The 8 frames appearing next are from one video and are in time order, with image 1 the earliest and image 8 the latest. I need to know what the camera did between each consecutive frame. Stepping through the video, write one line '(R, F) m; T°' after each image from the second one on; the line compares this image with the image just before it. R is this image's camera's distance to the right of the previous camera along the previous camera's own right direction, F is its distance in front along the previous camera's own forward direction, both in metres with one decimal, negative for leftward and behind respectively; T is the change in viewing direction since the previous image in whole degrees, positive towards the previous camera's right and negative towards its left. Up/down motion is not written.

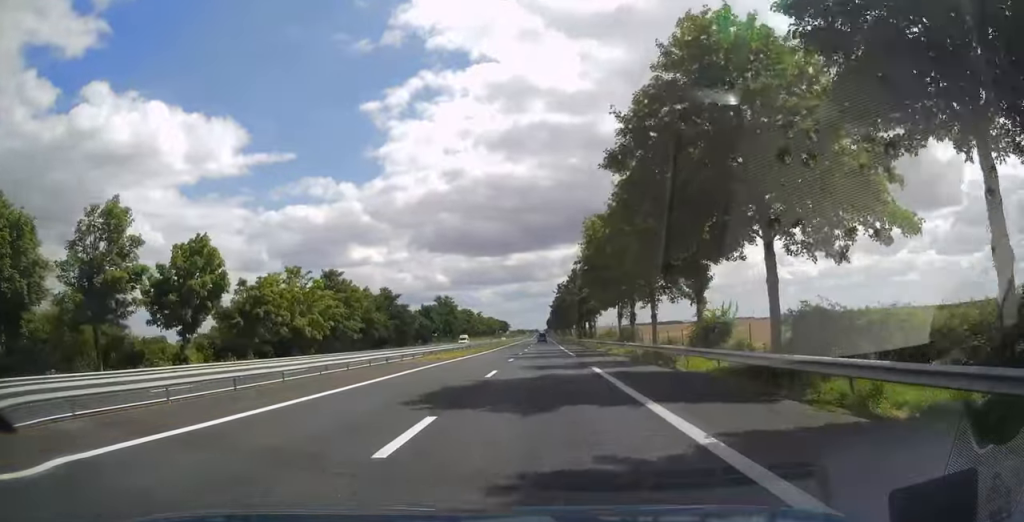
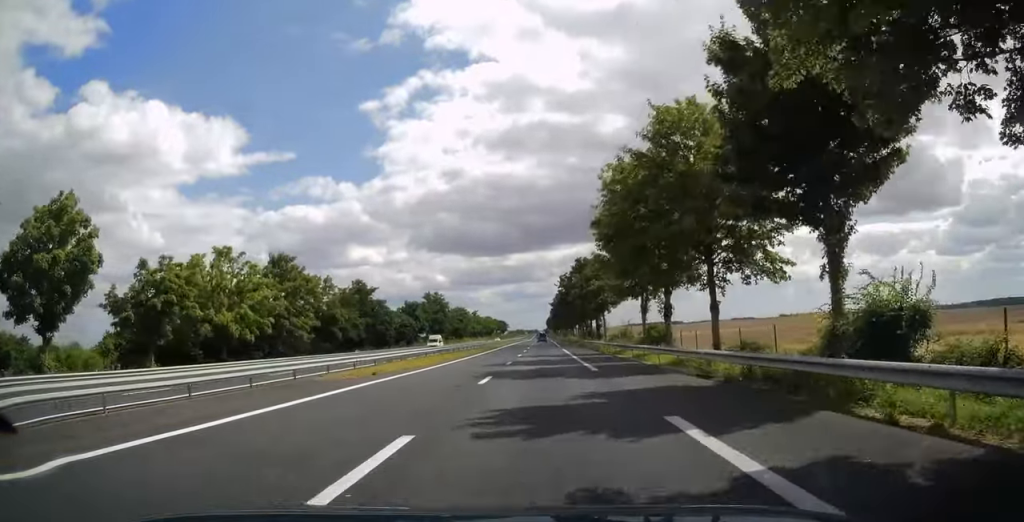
(0.0, +14.2) m; 0°
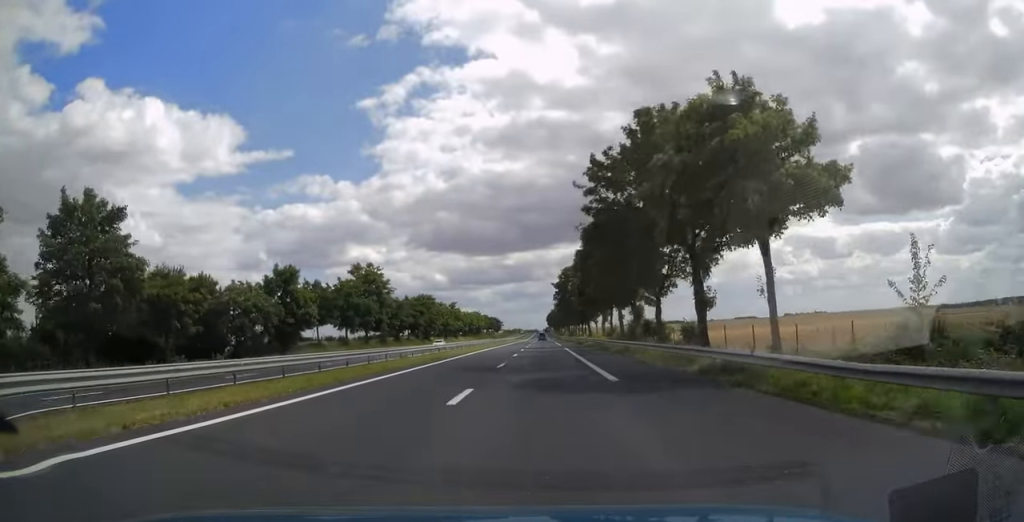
(+0.3, +49.8) m; 0°
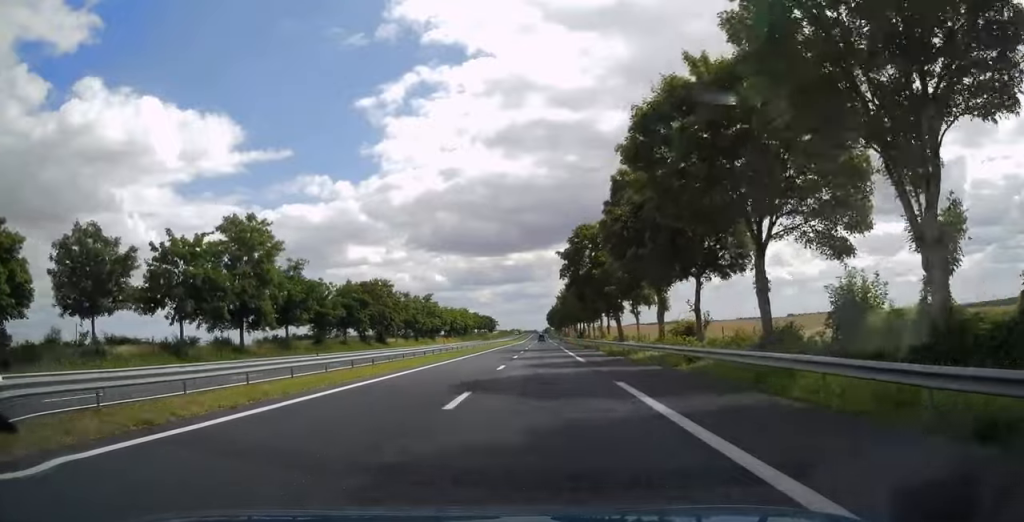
(-0.1, +33.7) m; 0°
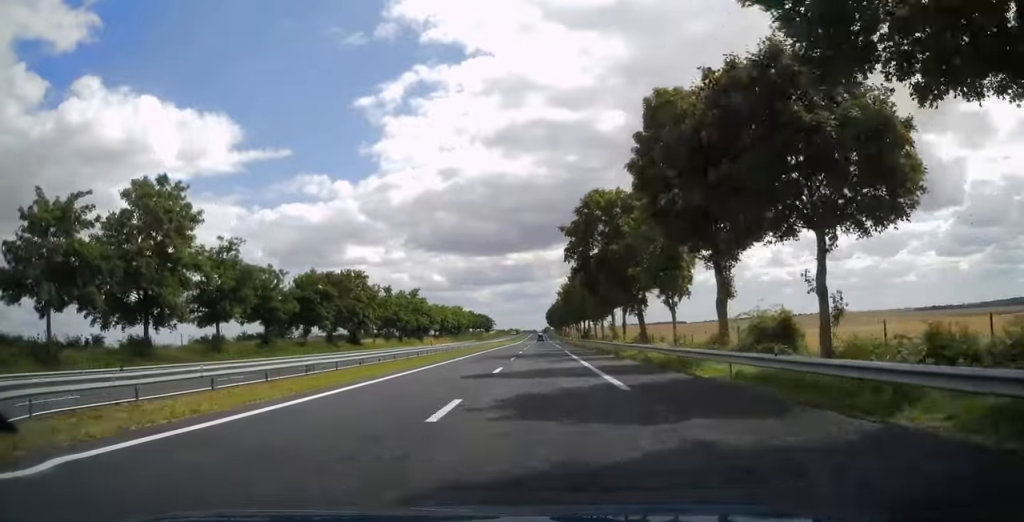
(0.0, +13.5) m; 0°
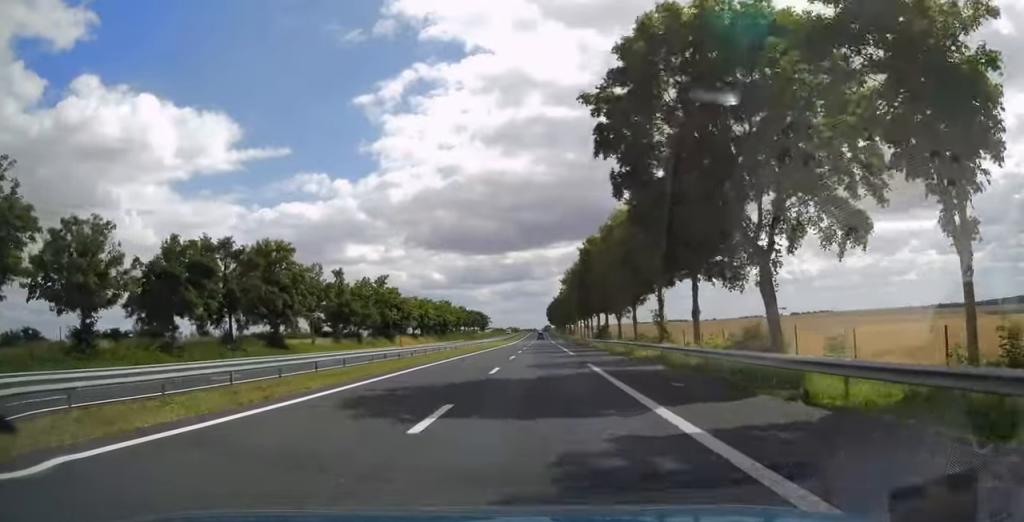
(0.0, +26.9) m; 0°
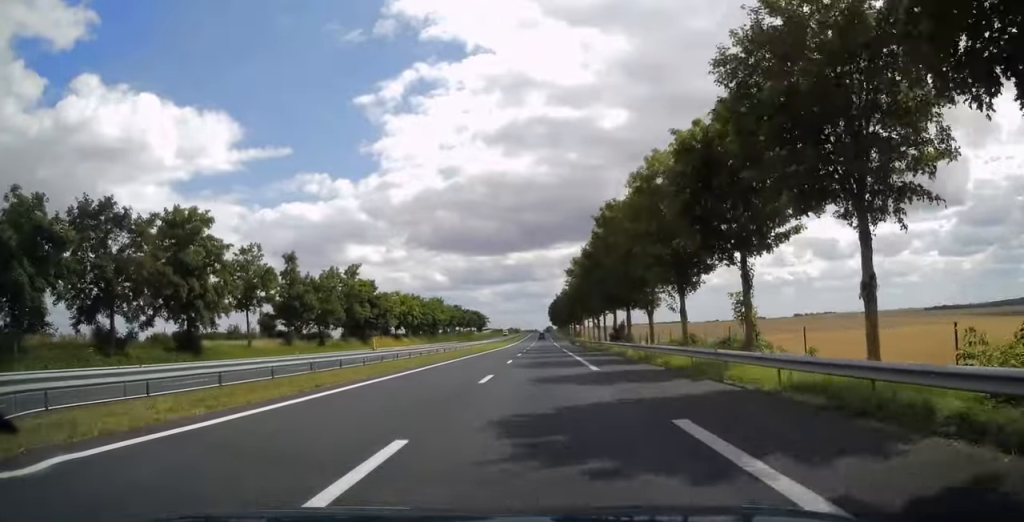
(0.0, +18.0) m; 0°
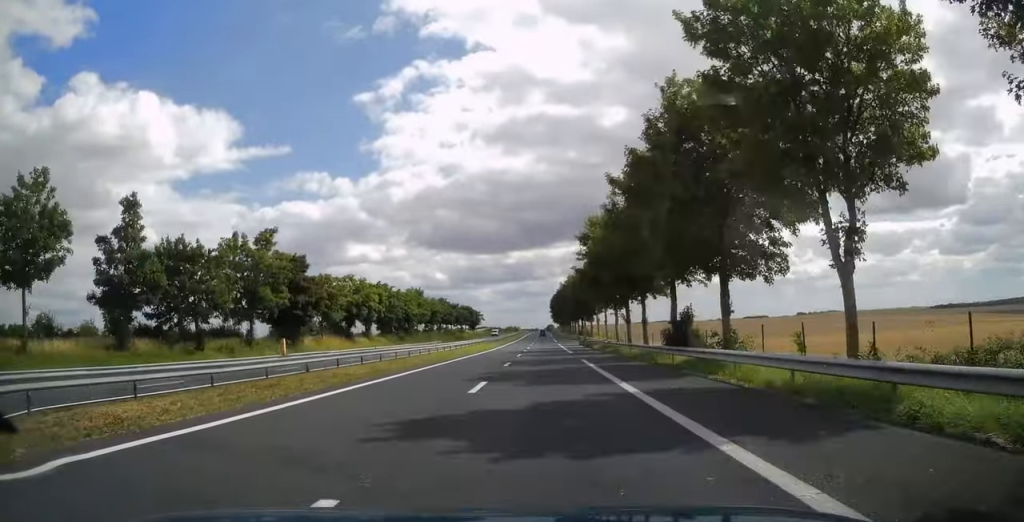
(0.0, +31.5) m; 0°
